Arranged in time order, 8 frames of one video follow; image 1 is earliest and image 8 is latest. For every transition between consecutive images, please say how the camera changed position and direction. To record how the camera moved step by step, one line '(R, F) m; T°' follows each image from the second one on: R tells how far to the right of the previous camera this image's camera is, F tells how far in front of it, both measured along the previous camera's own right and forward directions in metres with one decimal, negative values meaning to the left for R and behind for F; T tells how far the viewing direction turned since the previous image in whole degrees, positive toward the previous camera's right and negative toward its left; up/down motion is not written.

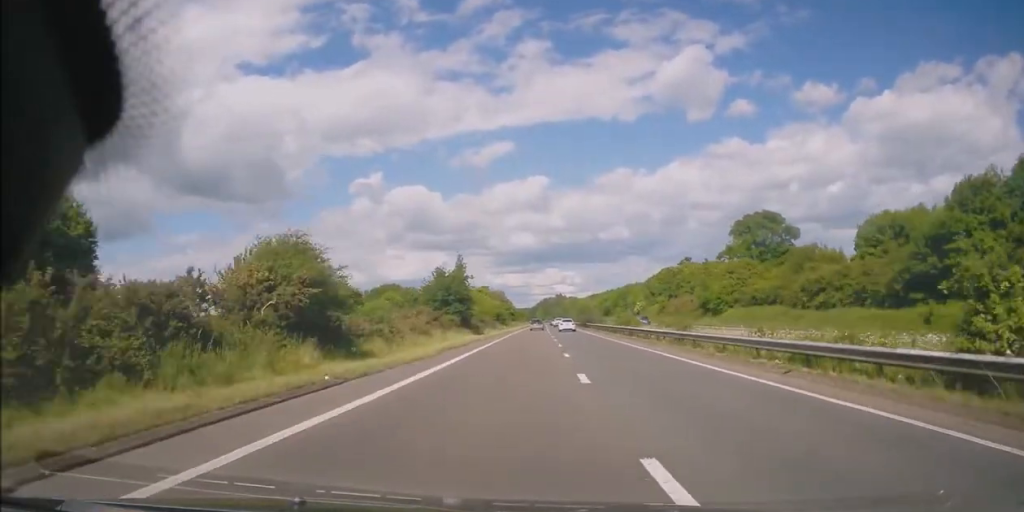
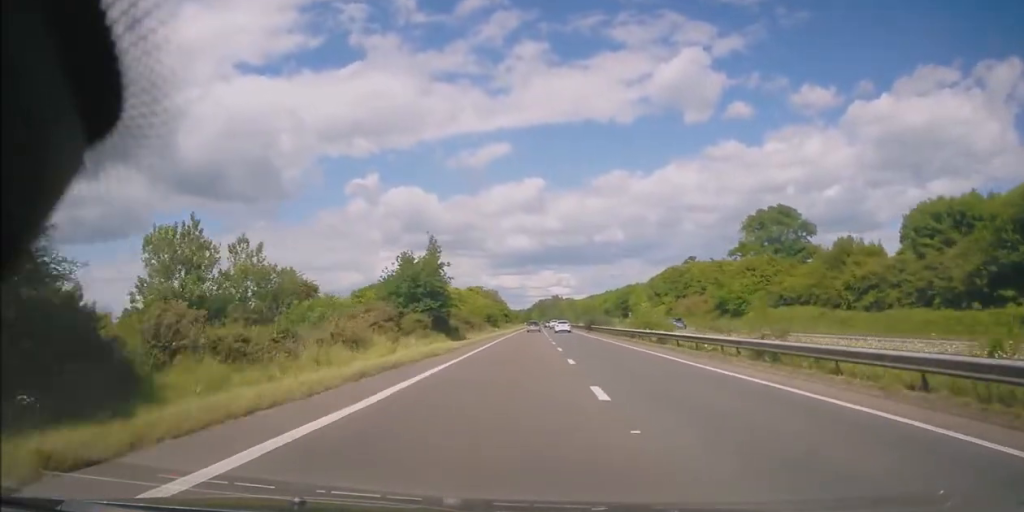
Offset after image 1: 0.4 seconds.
(0.0, +11.3) m; +1°
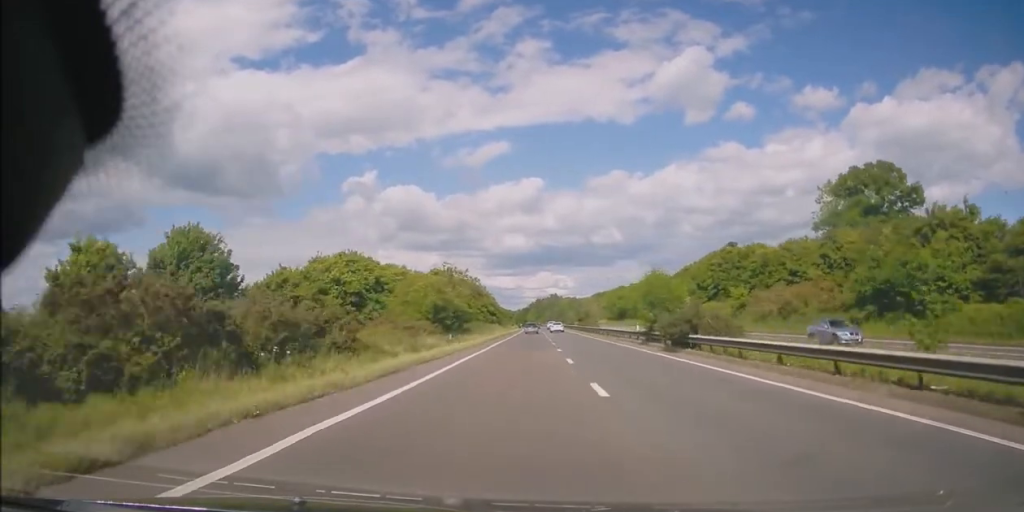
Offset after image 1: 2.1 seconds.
(+0.9, +43.0) m; 0°
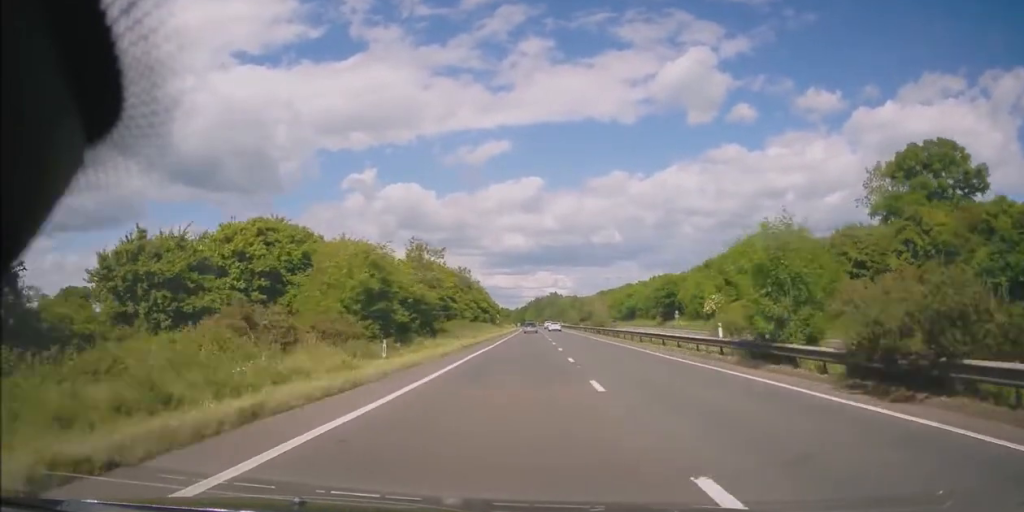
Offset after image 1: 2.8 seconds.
(-0.2, +18.6) m; 0°
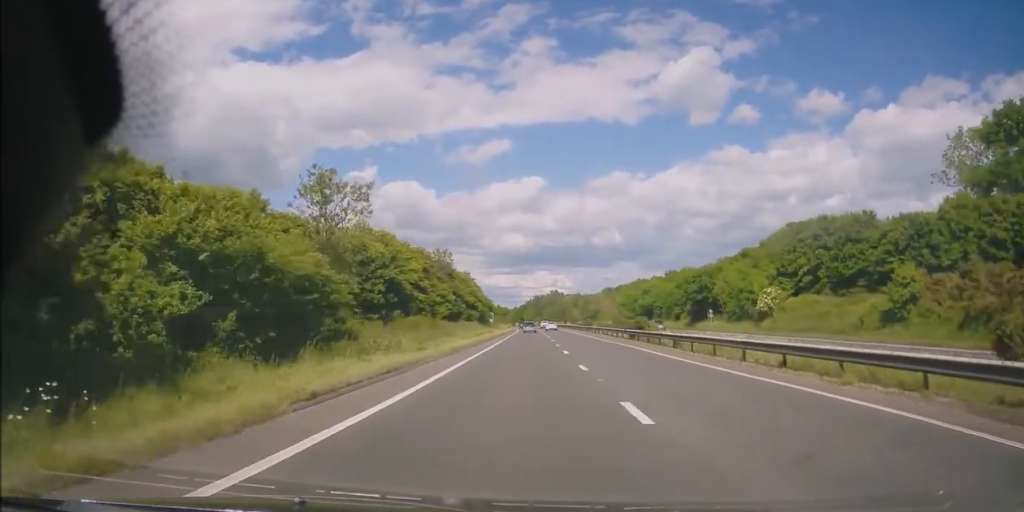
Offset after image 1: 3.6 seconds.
(-0.1, +21.4) m; 0°
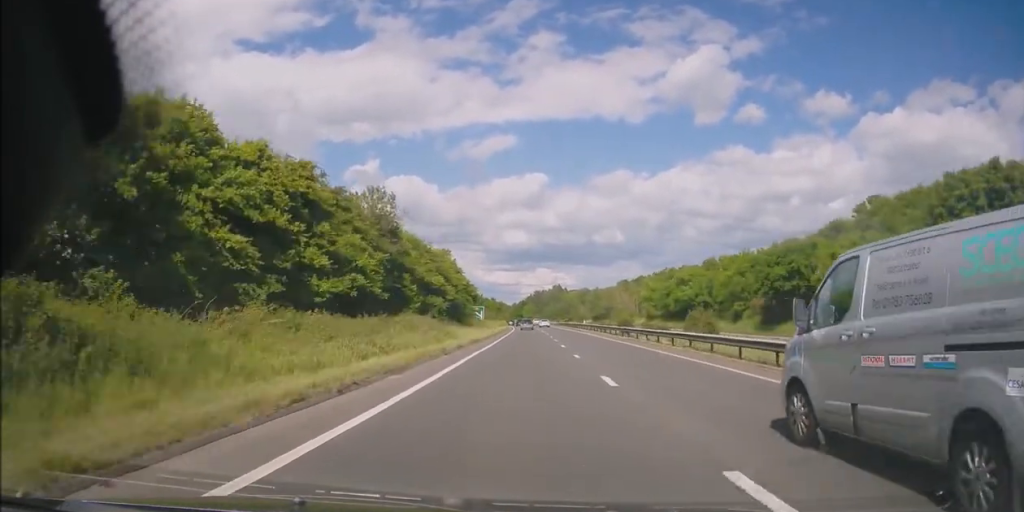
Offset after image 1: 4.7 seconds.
(+0.2, +31.1) m; 0°
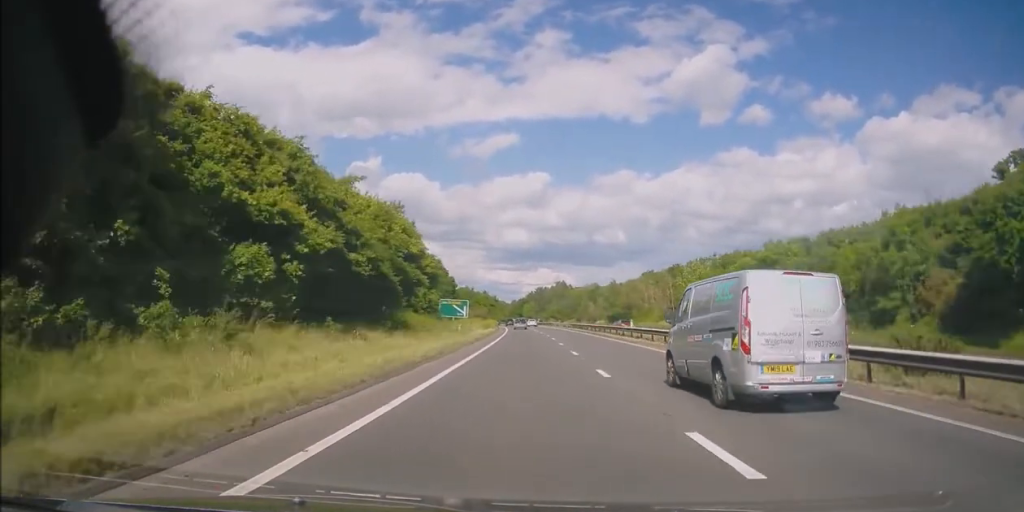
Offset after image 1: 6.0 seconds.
(-0.1, +33.3) m; 0°
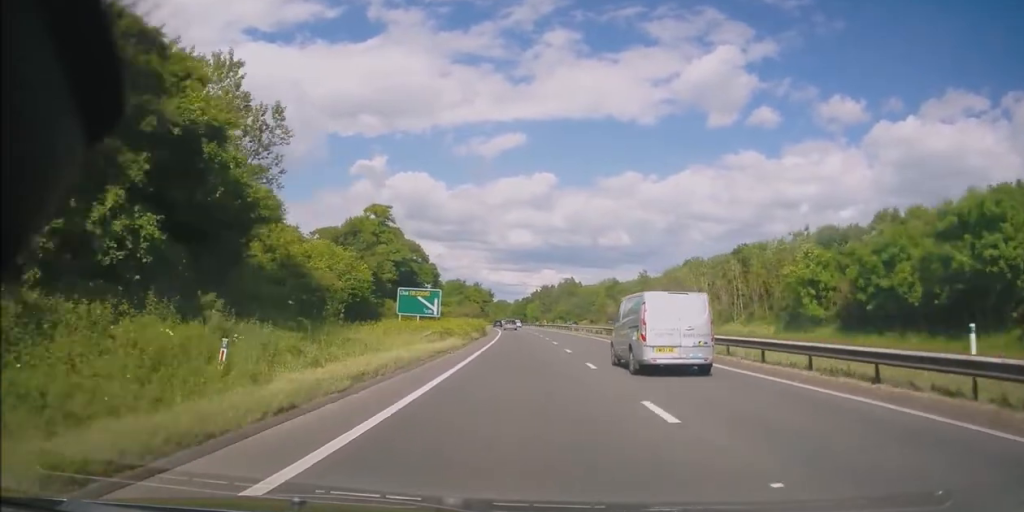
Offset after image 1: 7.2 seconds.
(+0.2, +32.2) m; 0°
